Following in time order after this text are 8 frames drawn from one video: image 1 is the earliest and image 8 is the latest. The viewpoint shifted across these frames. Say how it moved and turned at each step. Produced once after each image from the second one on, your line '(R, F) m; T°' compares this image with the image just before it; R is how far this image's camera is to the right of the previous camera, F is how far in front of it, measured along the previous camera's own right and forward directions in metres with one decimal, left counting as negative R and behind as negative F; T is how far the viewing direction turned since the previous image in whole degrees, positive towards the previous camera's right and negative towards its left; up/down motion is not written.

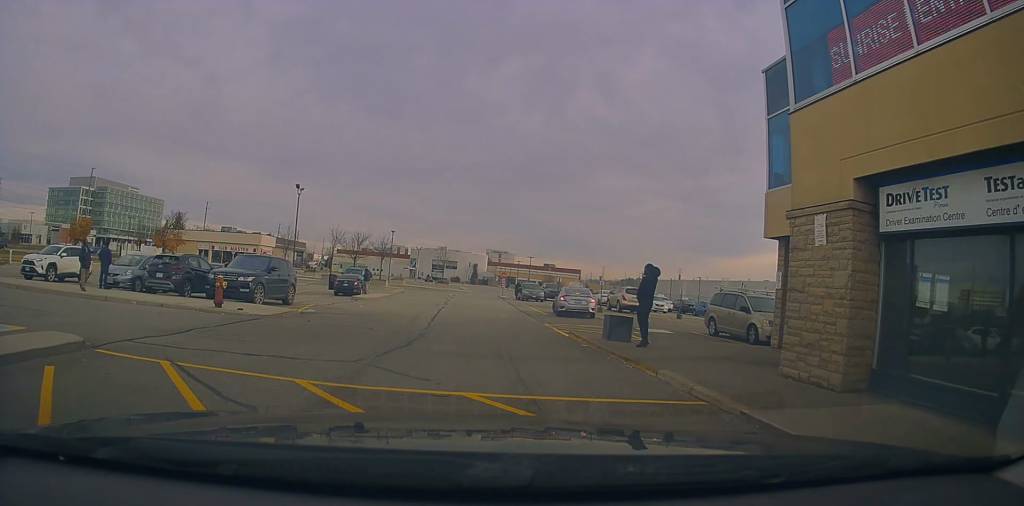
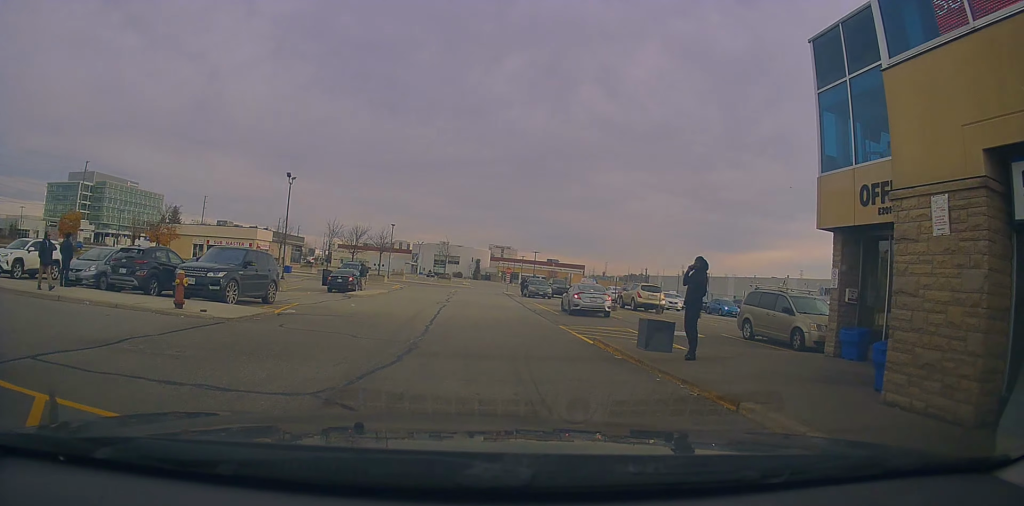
(0.0, +2.5) m; -1°
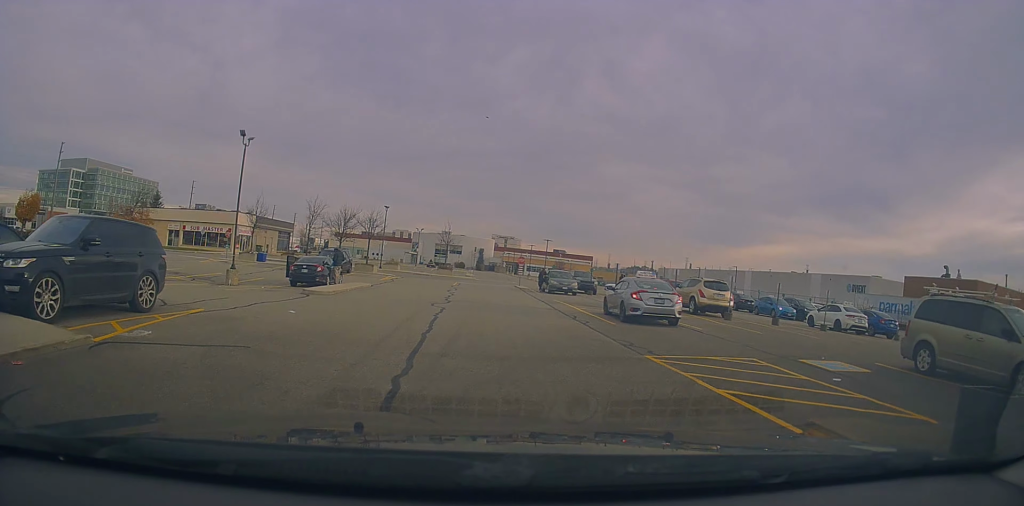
(-0.4, +8.4) m; 0°
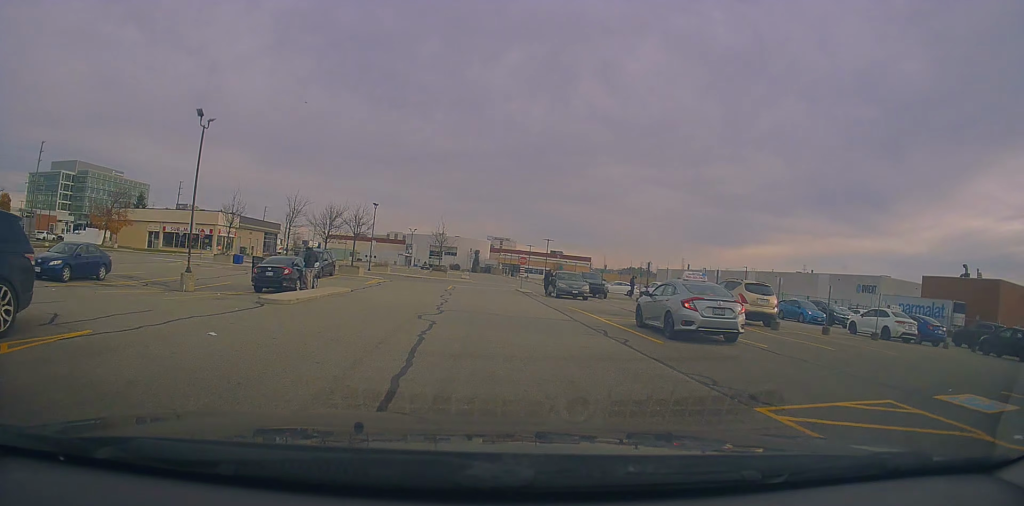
(+0.3, +4.2) m; +5°
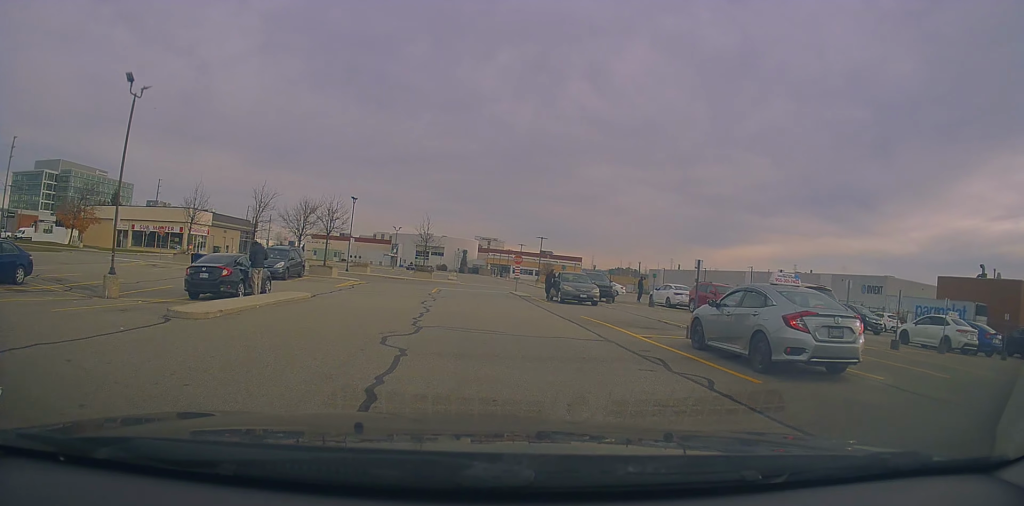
(+0.2, +4.7) m; +3°
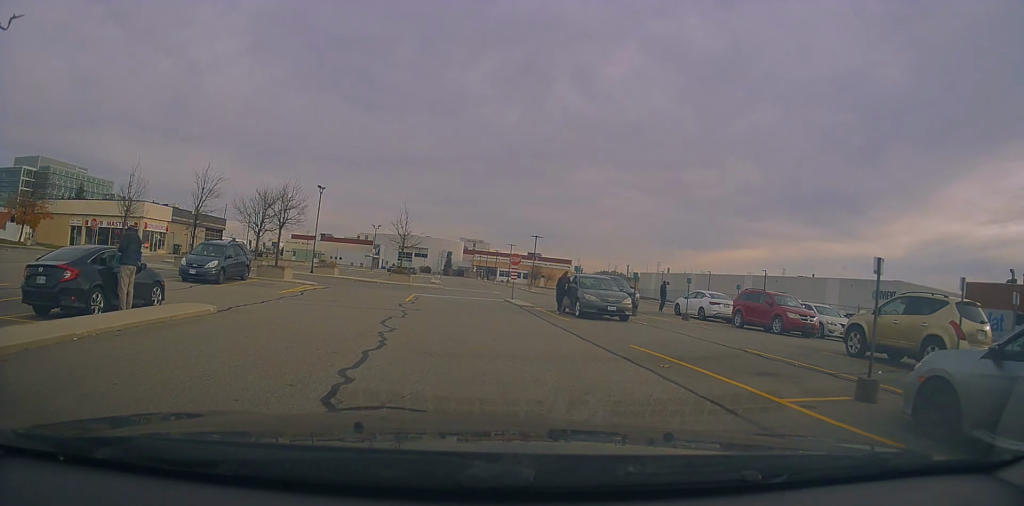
(0.0, +6.9) m; 0°
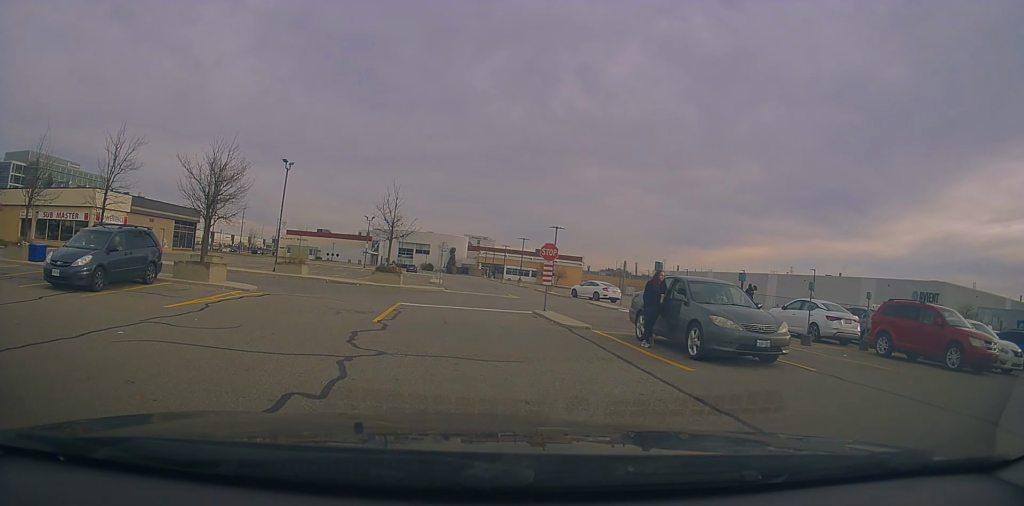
(-0.2, +9.3) m; -4°
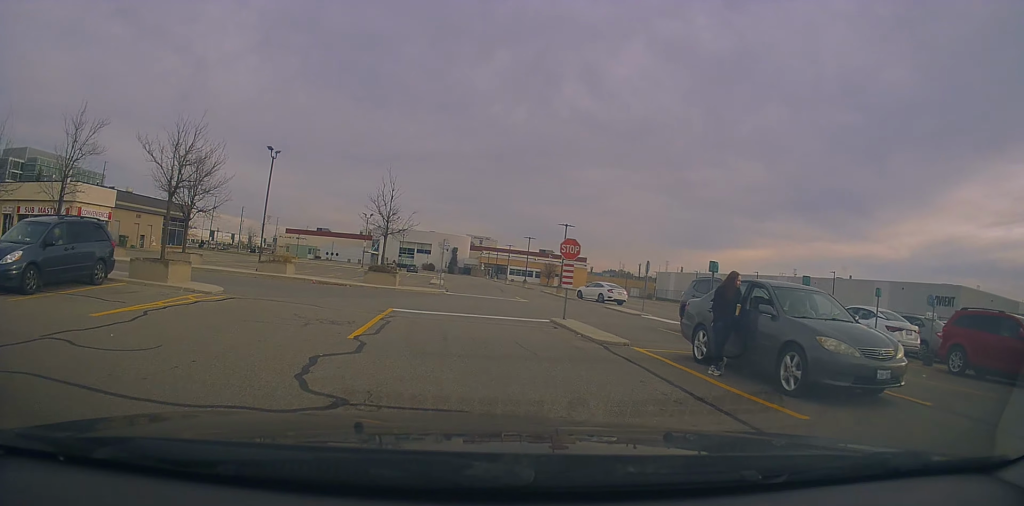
(-0.1, +3.0) m; -2°
